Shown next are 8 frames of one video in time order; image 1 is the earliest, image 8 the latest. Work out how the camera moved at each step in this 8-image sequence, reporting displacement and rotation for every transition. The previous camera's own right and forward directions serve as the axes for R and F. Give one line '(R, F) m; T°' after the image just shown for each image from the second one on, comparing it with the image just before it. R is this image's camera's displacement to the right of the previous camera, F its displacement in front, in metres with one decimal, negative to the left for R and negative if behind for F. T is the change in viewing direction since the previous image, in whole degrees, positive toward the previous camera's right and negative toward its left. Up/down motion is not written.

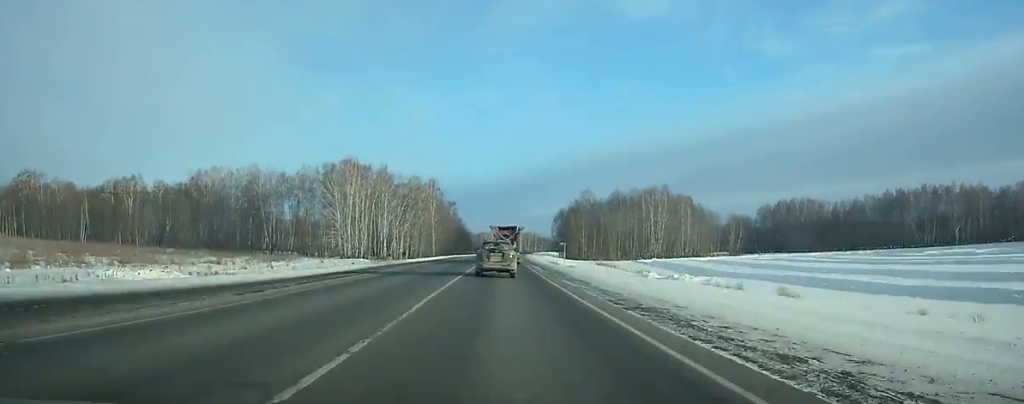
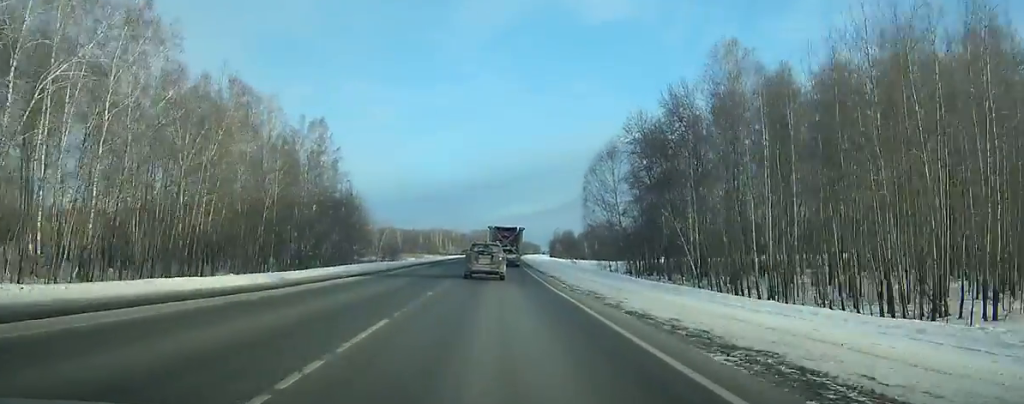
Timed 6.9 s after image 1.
(+3.8, +156.1) m; +3°
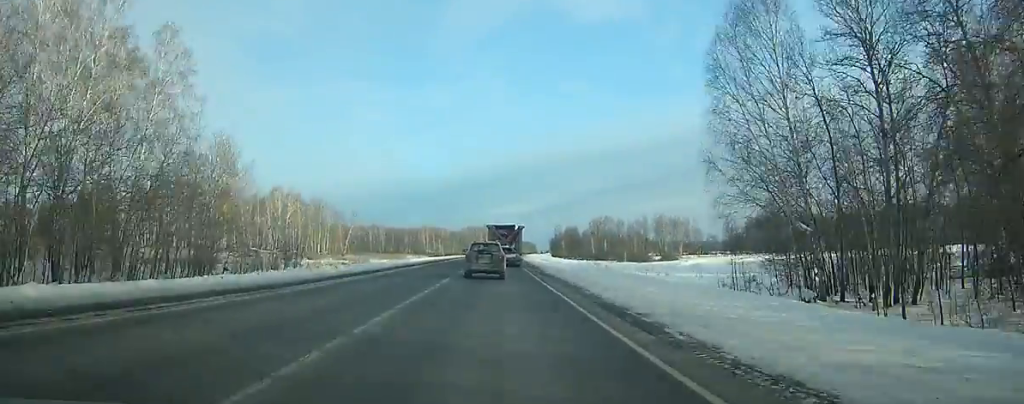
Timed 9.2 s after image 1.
(+0.6, +52.6) m; +1°
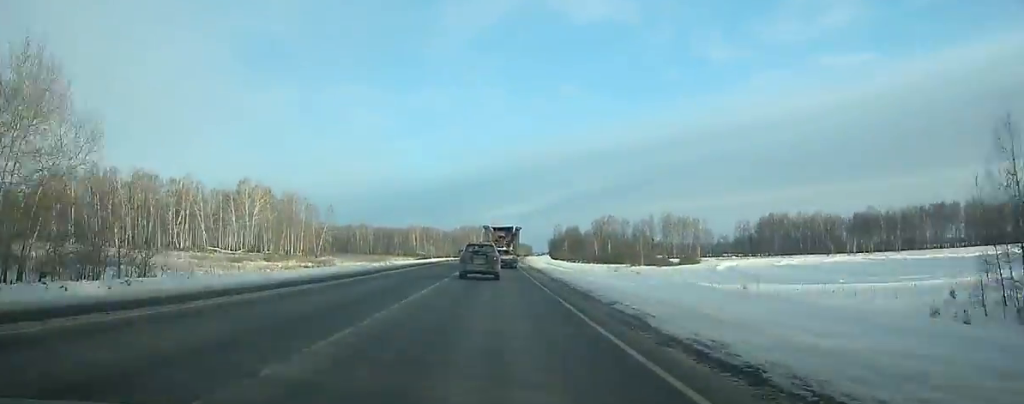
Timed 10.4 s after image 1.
(0.0, +27.4) m; 0°
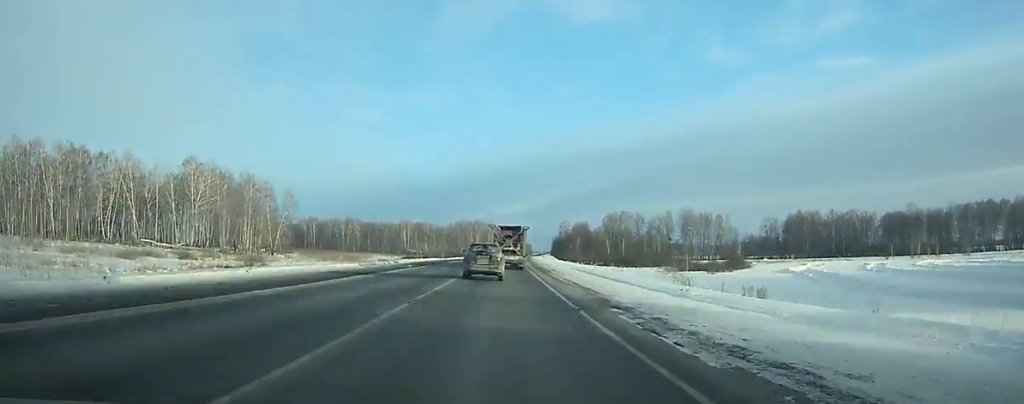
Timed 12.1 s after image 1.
(+0.2, +38.9) m; +1°
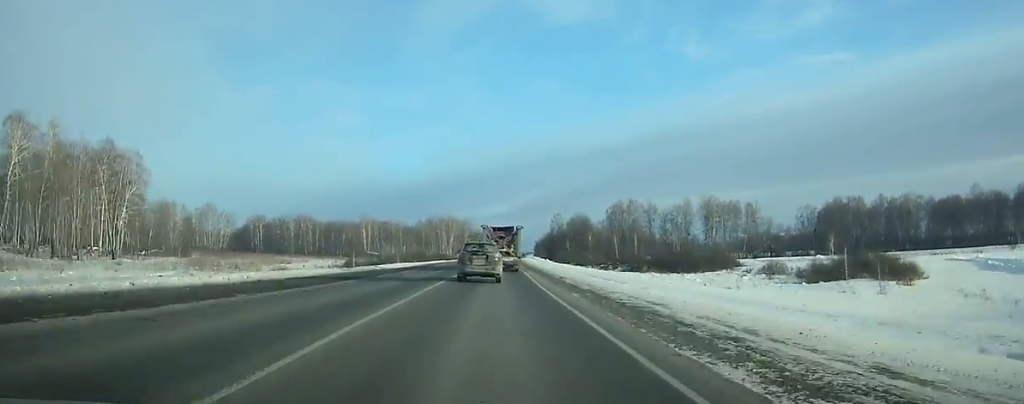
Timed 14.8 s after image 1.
(+0.6, +61.6) m; +1°
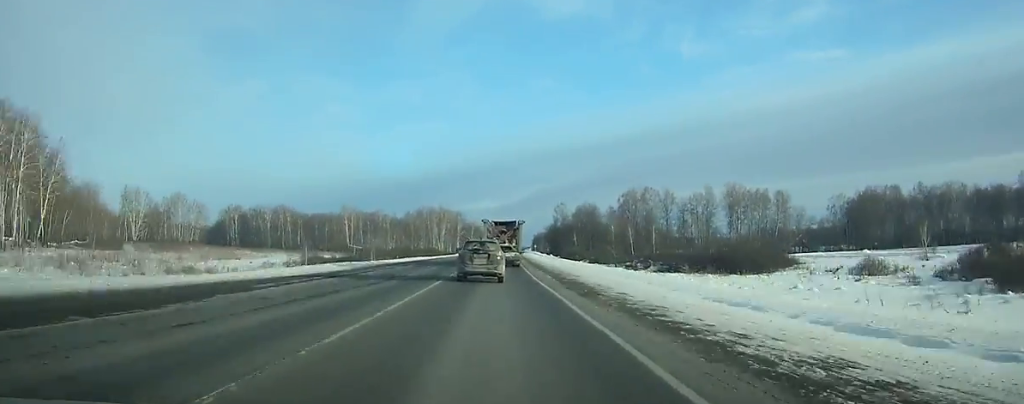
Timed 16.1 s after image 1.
(+0.2, +29.4) m; +1°
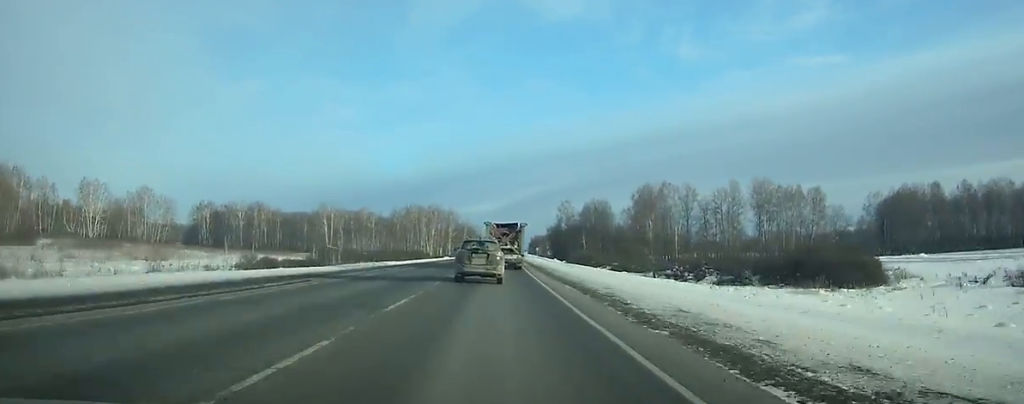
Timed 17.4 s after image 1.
(0.0, +29.3) m; +1°
